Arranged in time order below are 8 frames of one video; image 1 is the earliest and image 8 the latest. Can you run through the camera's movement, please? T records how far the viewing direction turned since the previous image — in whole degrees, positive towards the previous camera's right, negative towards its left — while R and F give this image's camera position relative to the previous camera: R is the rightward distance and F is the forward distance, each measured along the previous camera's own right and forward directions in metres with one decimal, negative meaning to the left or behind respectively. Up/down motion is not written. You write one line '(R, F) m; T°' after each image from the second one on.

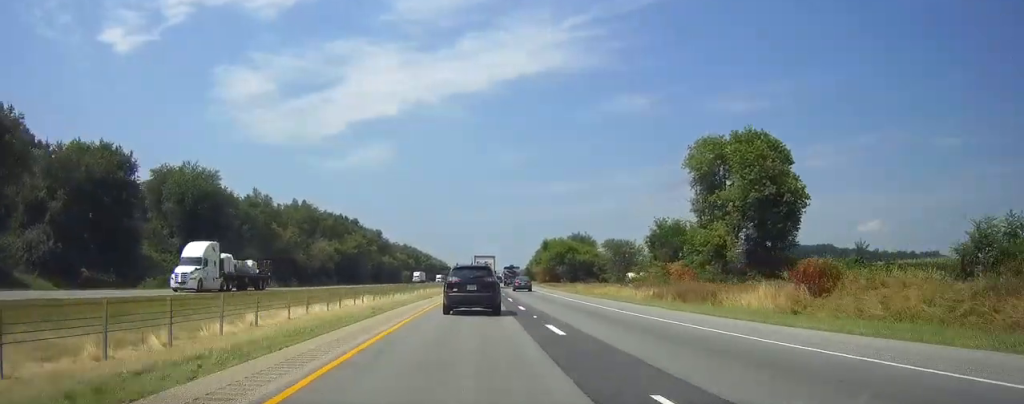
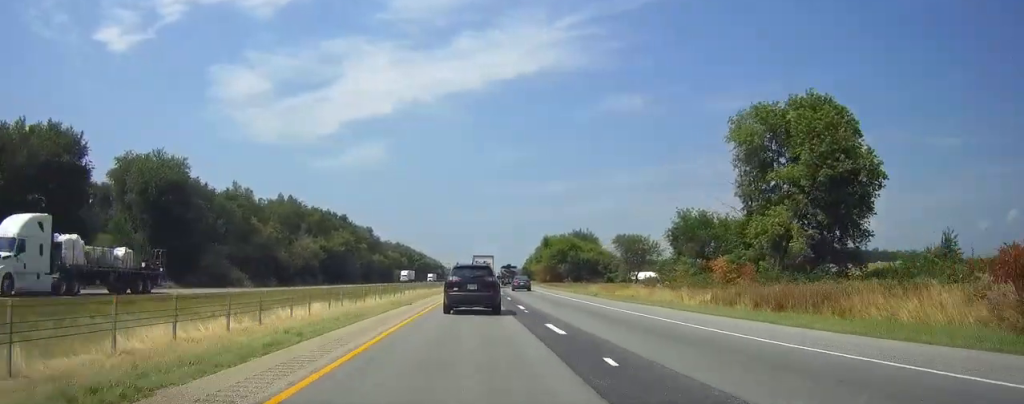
(-0.1, +12.0) m; 0°
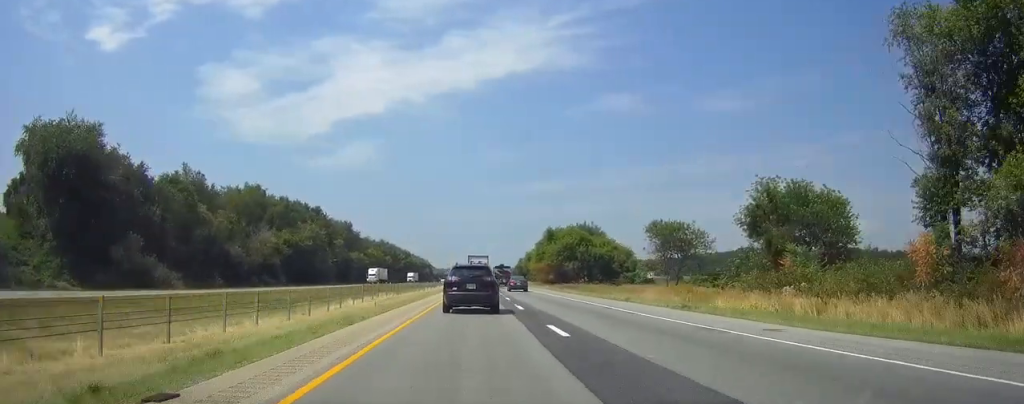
(+0.3, +25.0) m; +1°
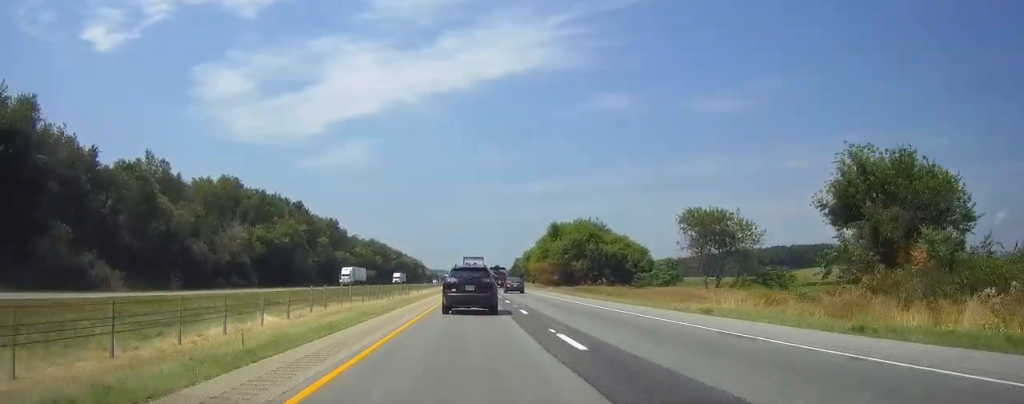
(+0.1, +15.0) m; +1°
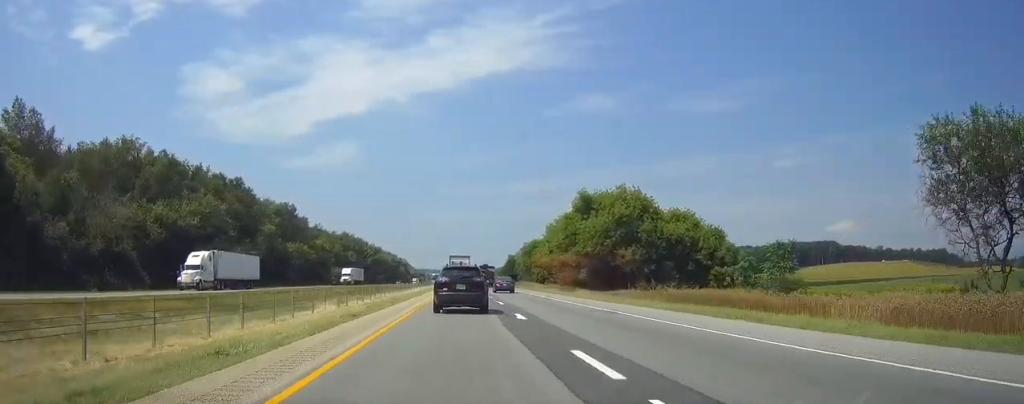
(+0.6, +40.1) m; +1°
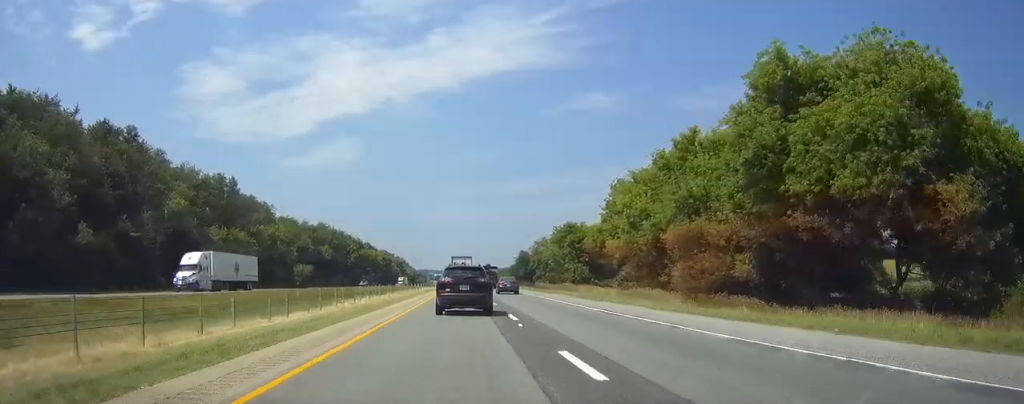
(+0.2, +48.4) m; 0°
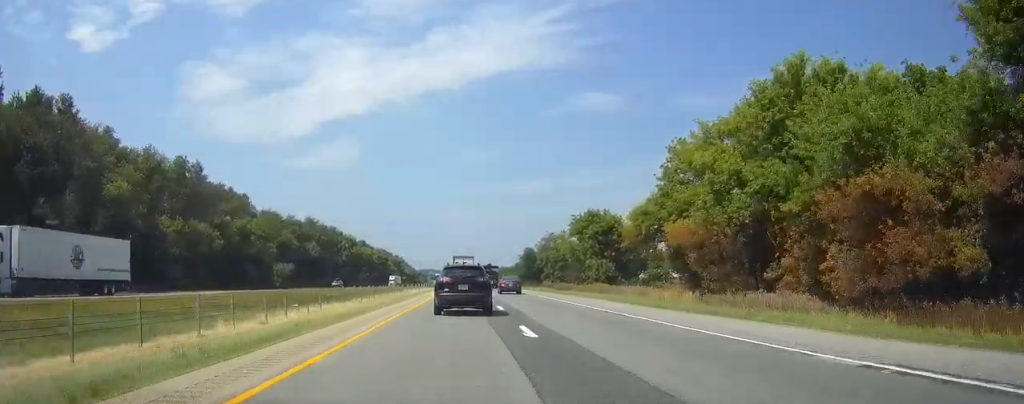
(0.0, +18.2) m; 0°
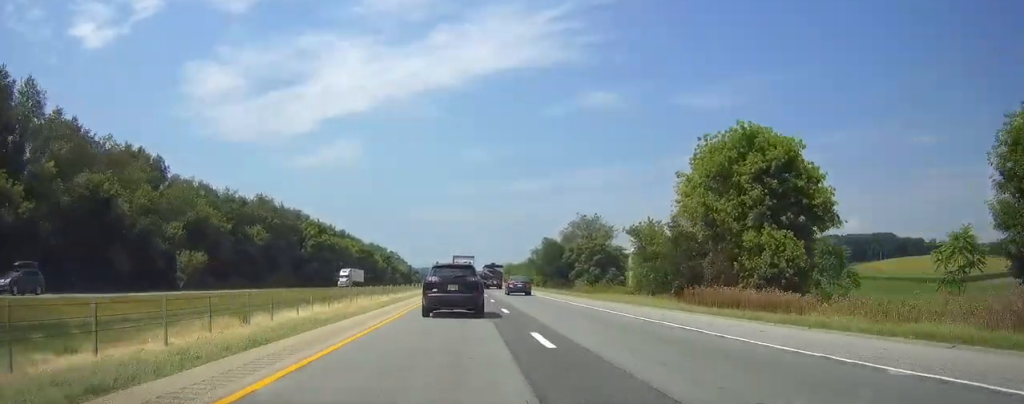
(0.0, +50.5) m; 0°
